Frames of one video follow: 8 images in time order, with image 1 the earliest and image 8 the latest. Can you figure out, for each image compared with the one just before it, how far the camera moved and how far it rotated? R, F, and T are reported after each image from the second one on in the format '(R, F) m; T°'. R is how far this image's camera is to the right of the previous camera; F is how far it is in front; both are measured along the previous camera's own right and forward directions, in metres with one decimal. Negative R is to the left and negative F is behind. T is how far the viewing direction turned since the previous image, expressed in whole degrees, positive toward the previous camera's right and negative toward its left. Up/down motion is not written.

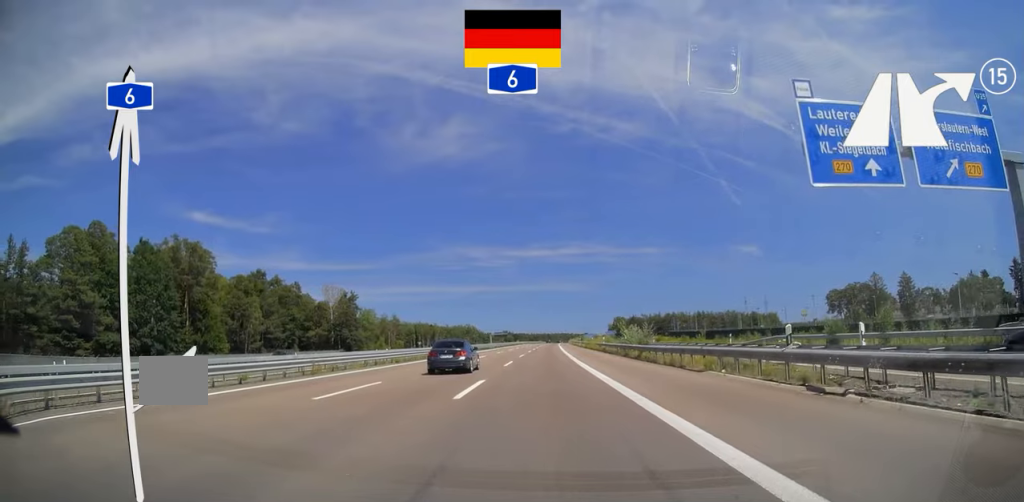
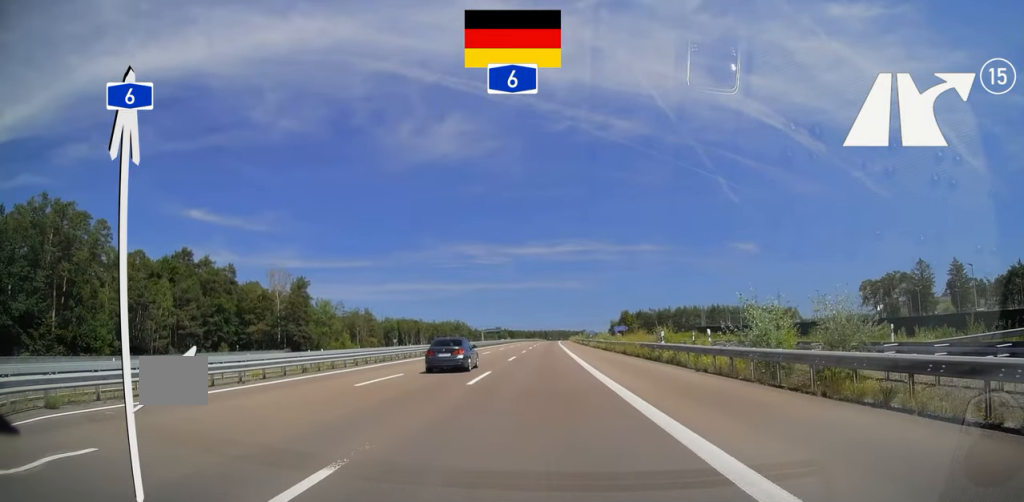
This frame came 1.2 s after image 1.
(-0.1, +32.0) m; 0°
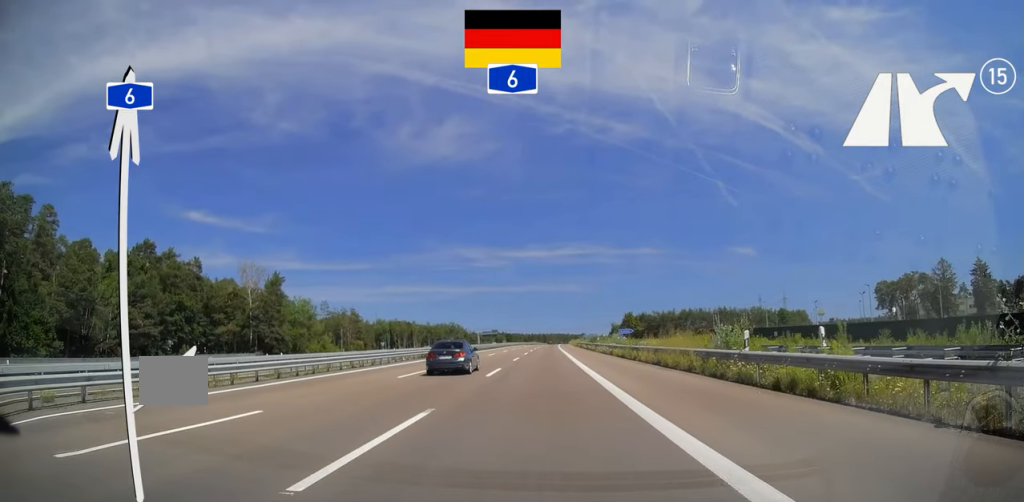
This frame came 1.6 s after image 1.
(0.0, +12.6) m; 0°
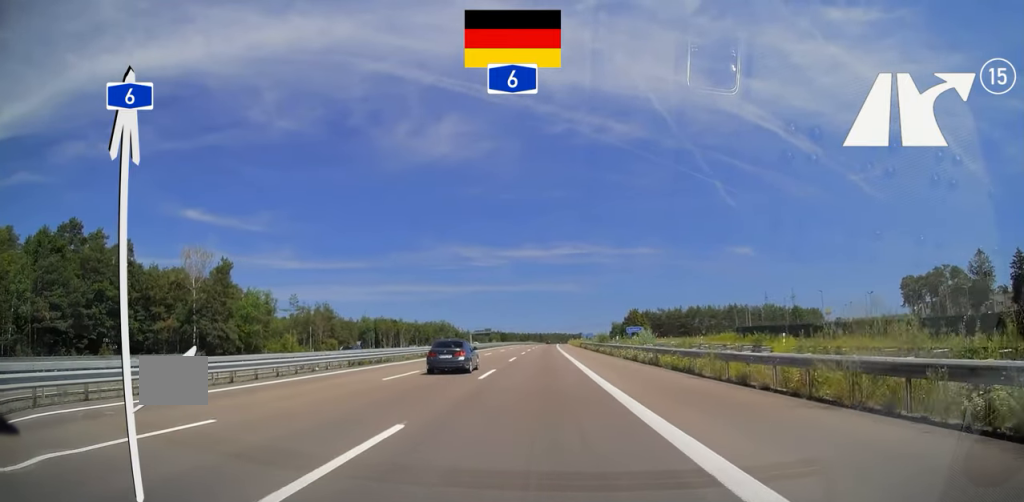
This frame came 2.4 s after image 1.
(-0.1, +19.7) m; +1°
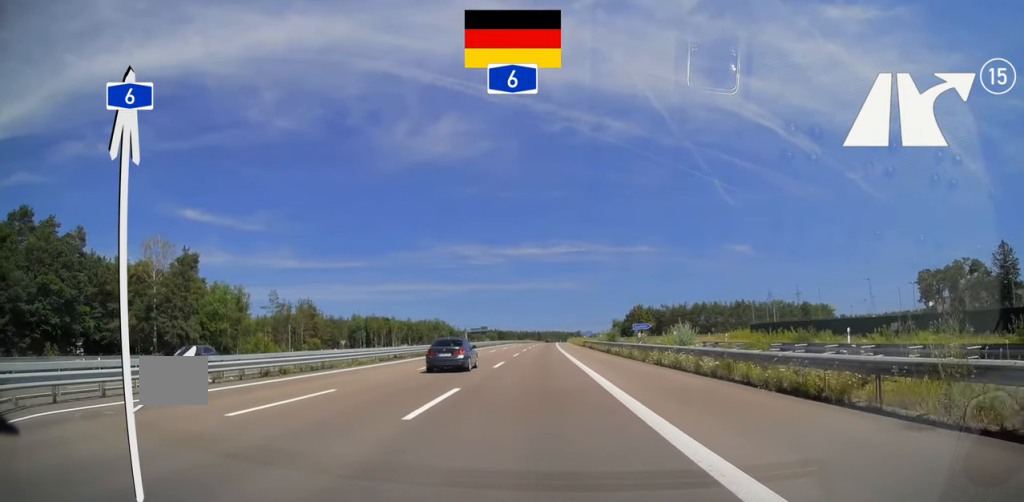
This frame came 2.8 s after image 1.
(+0.2, +11.2) m; 0°
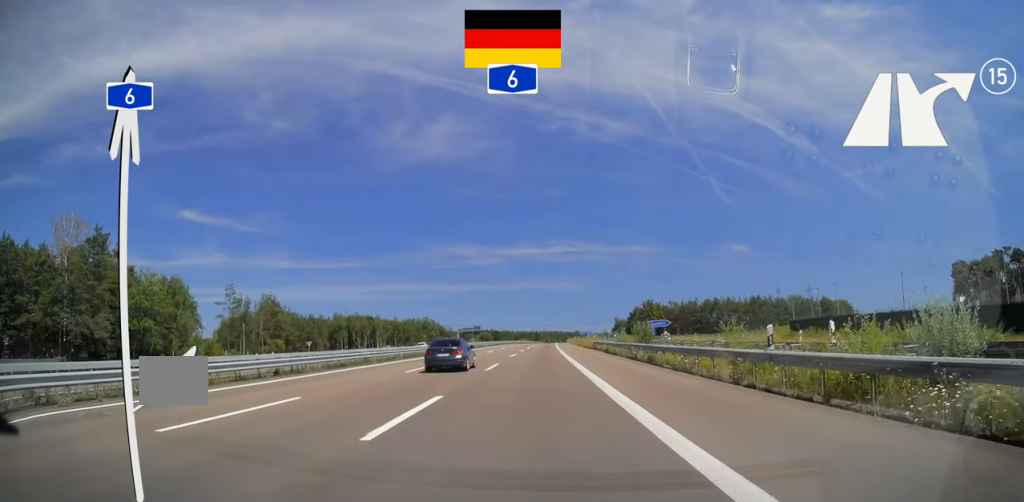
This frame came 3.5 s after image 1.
(+0.2, +20.2) m; +1°
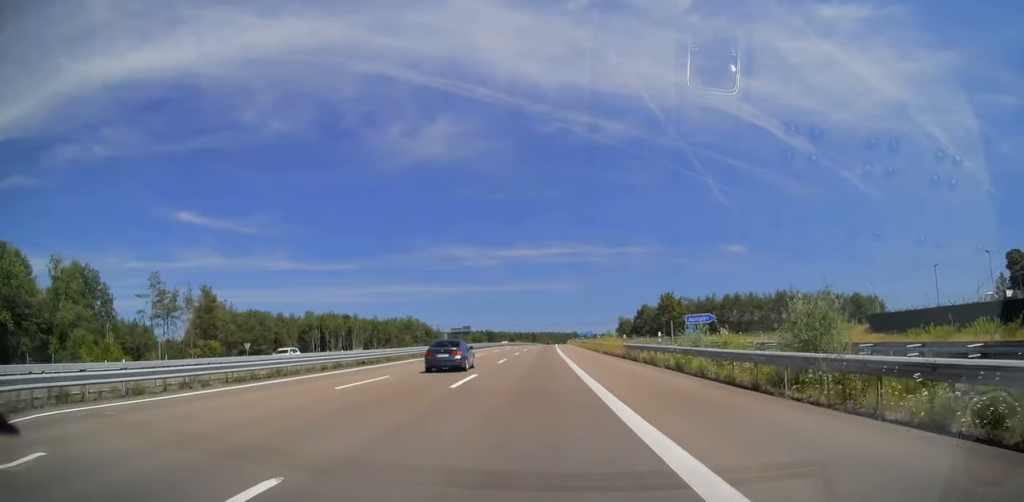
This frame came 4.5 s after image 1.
(0.0, +26.4) m; 0°
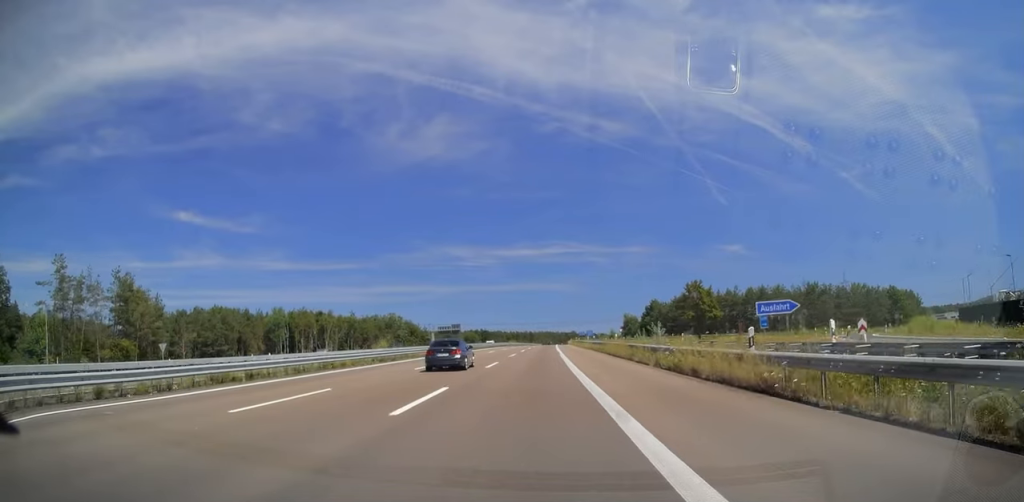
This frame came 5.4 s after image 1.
(0.0, +24.2) m; 0°
